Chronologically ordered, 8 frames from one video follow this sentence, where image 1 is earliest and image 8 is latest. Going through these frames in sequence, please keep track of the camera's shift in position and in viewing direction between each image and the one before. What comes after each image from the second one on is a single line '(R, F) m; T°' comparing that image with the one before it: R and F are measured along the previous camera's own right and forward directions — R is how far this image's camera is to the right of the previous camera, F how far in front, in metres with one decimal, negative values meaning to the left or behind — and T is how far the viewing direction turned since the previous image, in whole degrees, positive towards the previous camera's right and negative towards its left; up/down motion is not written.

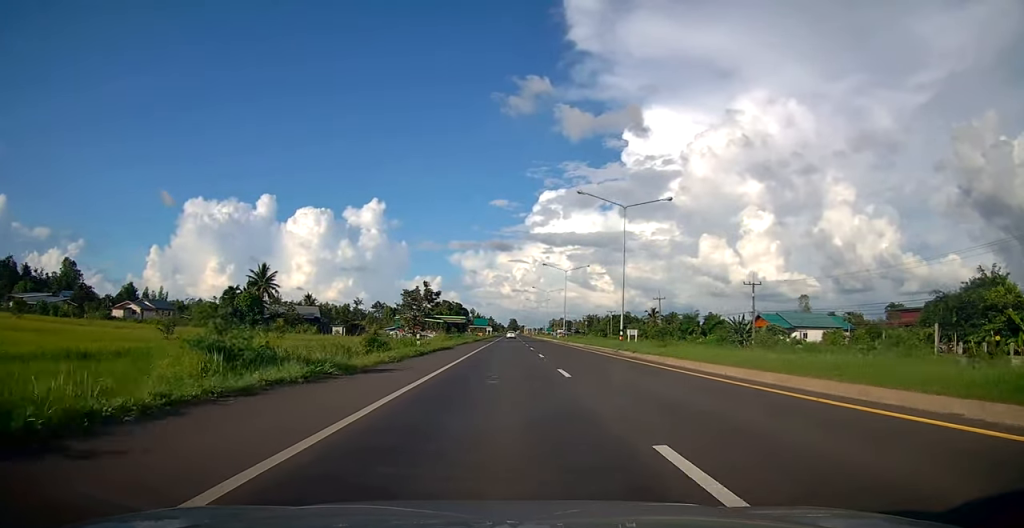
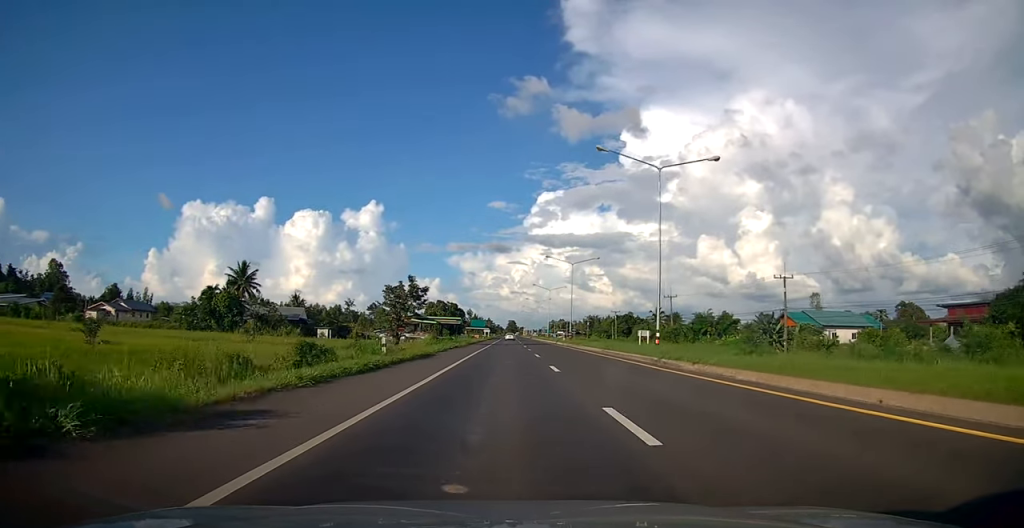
(-0.2, +9.0) m; -1°
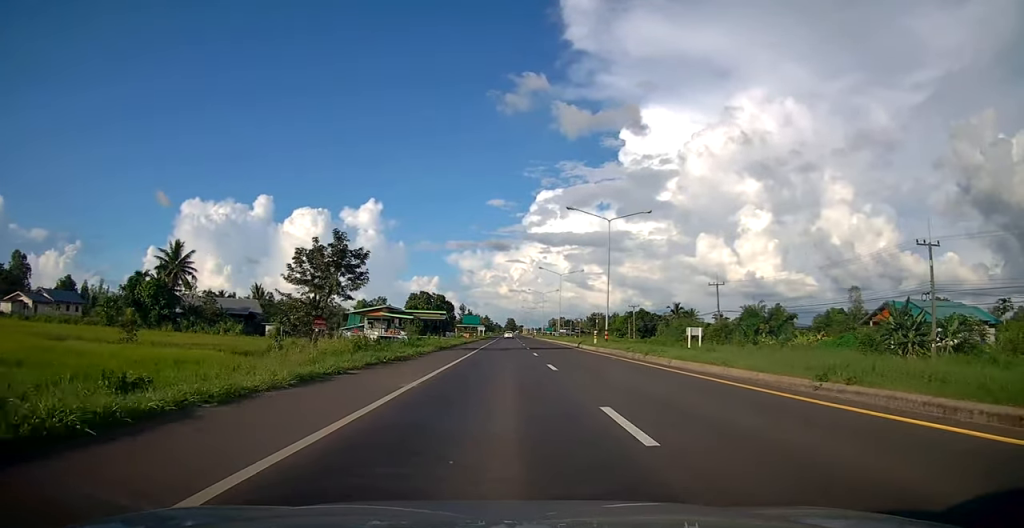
(-0.3, +24.4) m; 0°
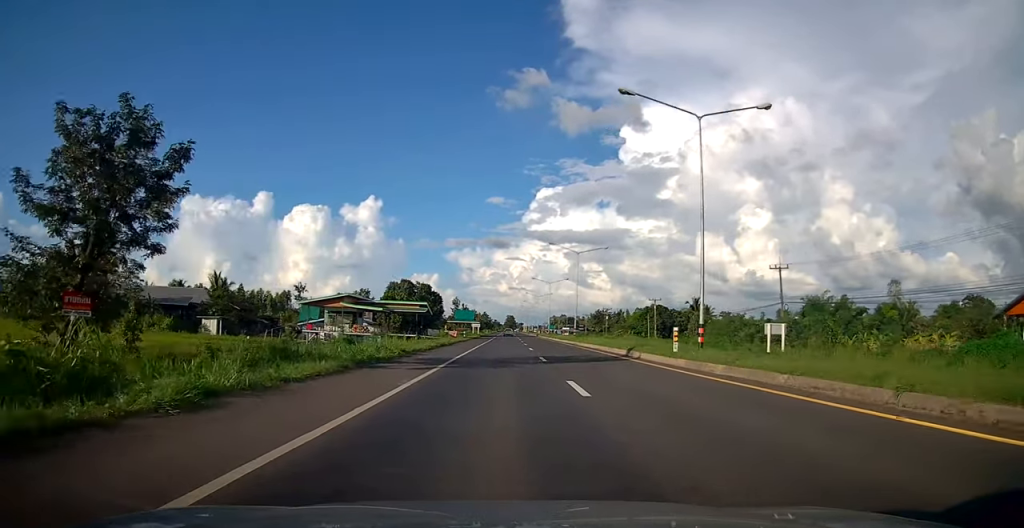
(+0.1, +19.7) m; 0°
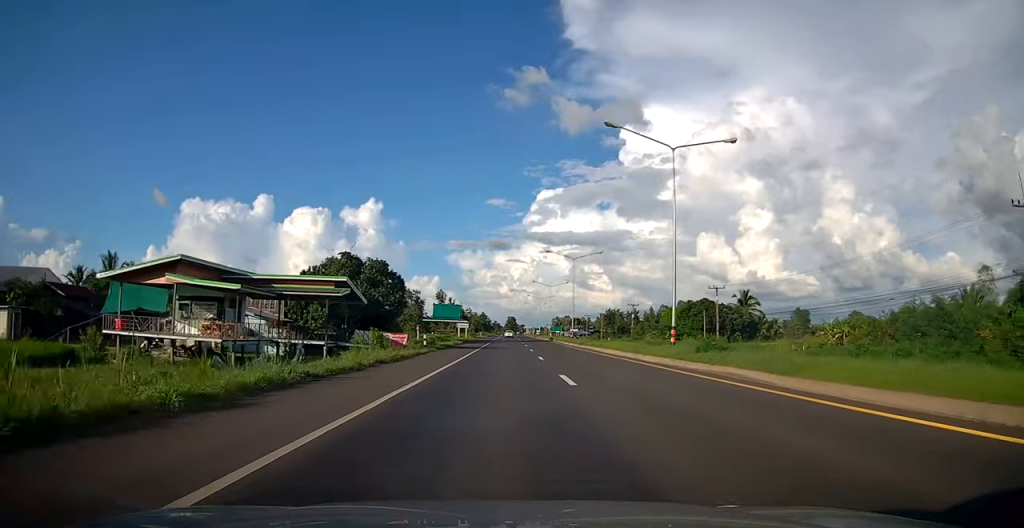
(-0.1, +34.0) m; 0°
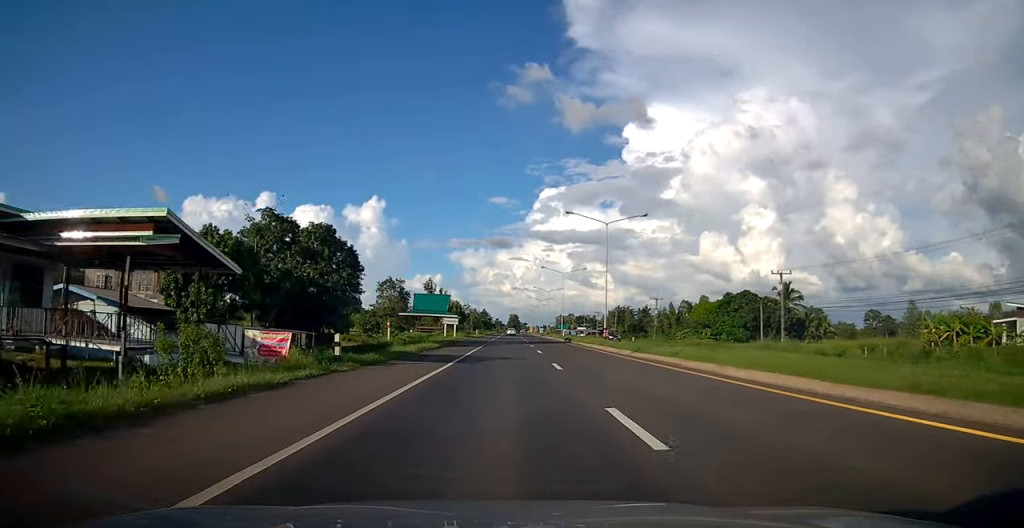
(0.0, +19.3) m; 0°
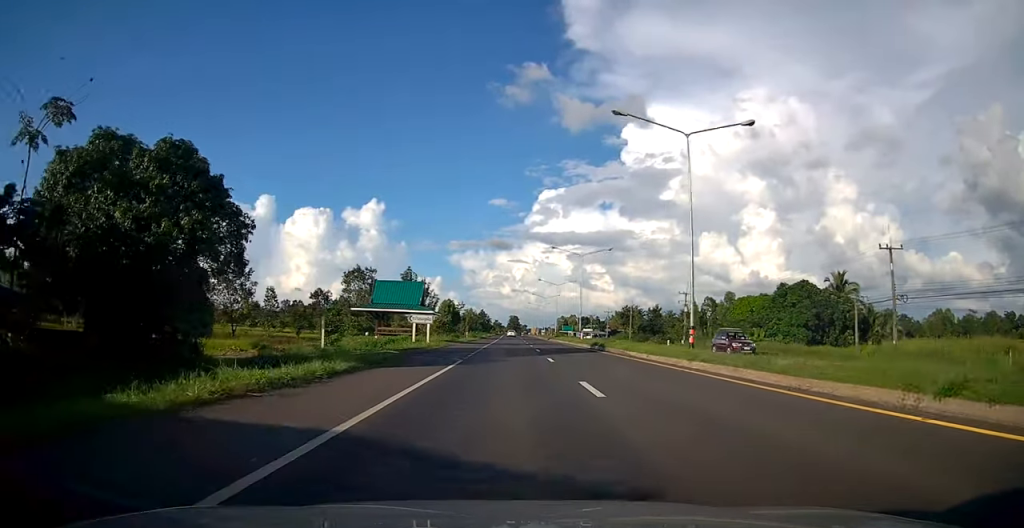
(+0.1, +19.6) m; 0°
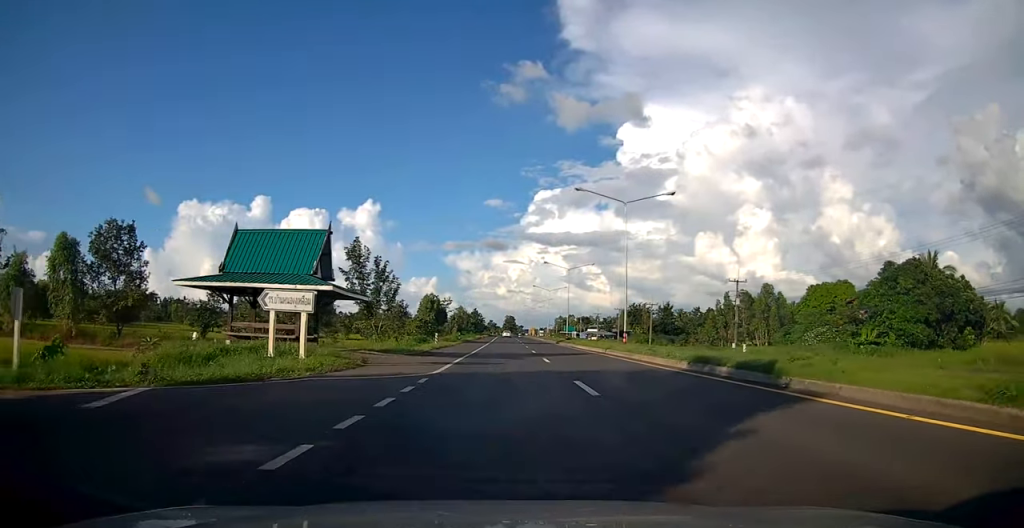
(0.0, +23.9) m; 0°
